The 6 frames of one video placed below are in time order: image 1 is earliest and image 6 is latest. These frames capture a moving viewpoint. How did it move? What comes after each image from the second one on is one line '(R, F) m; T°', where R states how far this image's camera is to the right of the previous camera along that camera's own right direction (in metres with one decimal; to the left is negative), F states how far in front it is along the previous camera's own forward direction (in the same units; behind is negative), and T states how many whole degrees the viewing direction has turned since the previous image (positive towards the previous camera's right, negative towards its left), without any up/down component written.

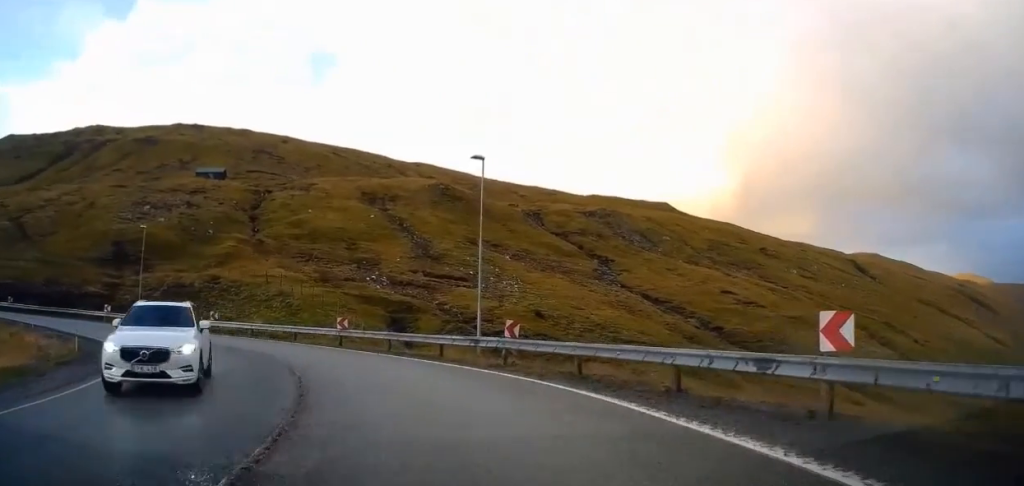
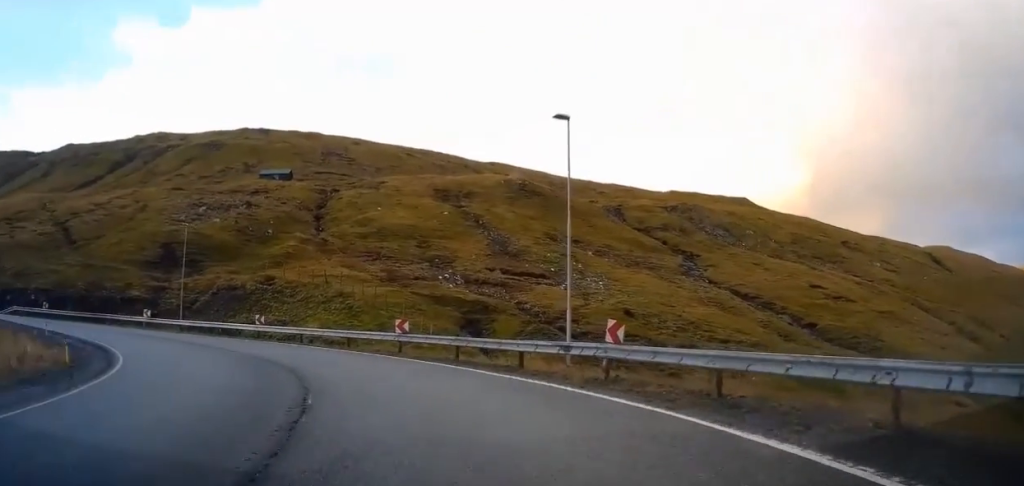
(-0.5, +4.4) m; -7°
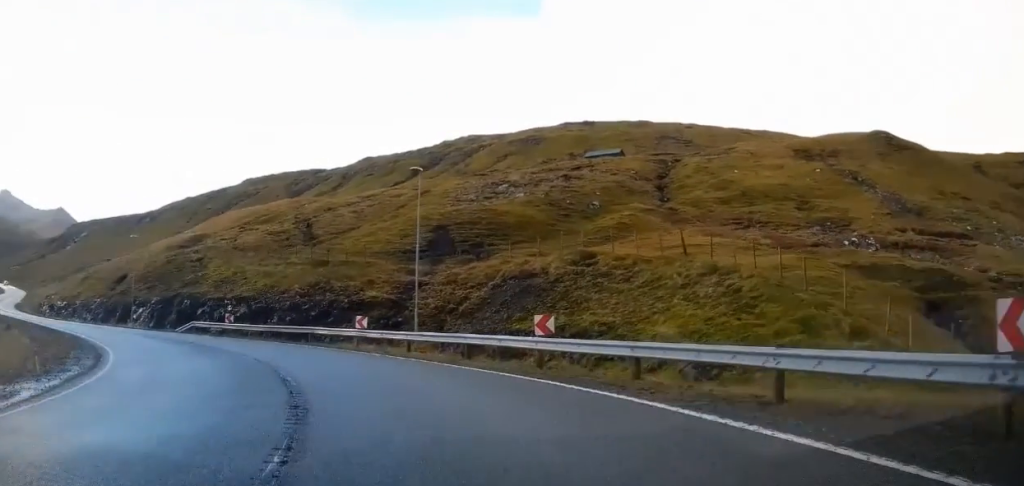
(-4.0, +18.0) m; -30°
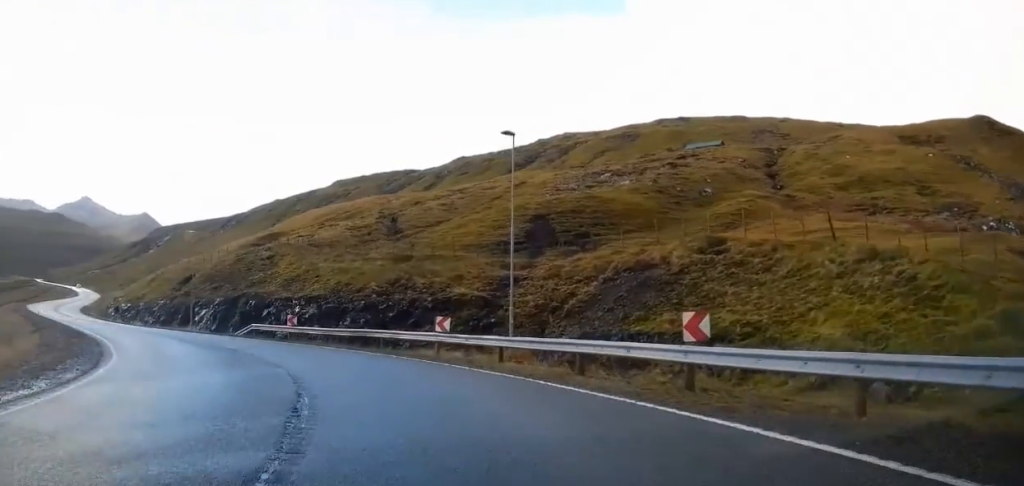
(-0.5, +4.9) m; -9°
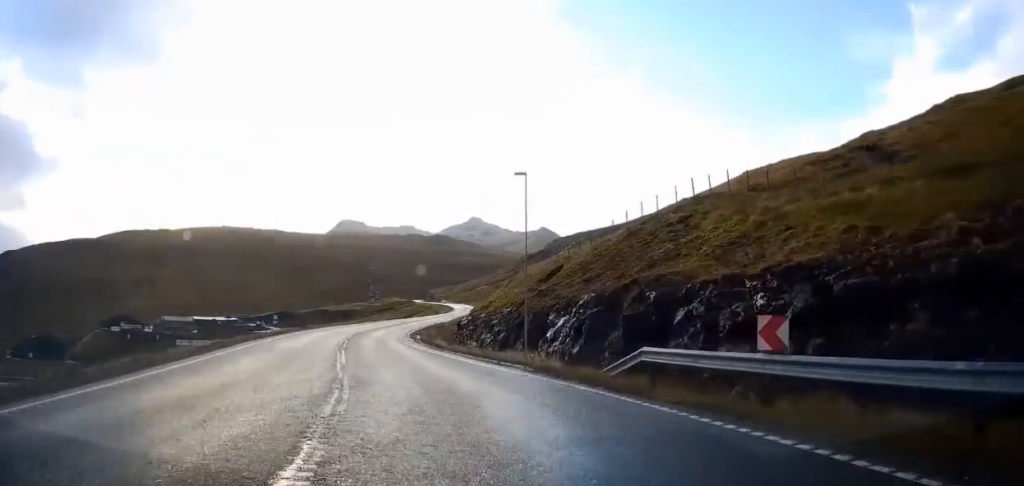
(-7.4, +20.4) m; -38°
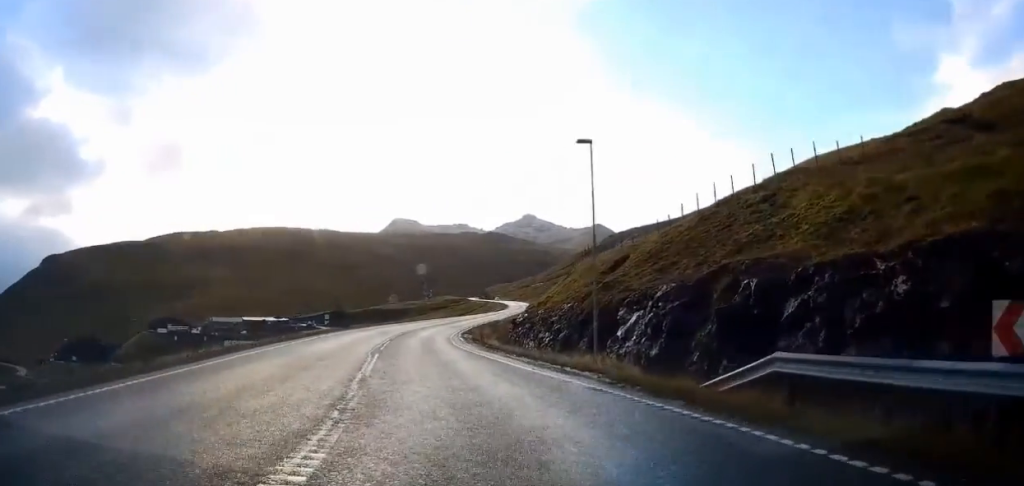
(-0.2, +3.9) m; -5°
